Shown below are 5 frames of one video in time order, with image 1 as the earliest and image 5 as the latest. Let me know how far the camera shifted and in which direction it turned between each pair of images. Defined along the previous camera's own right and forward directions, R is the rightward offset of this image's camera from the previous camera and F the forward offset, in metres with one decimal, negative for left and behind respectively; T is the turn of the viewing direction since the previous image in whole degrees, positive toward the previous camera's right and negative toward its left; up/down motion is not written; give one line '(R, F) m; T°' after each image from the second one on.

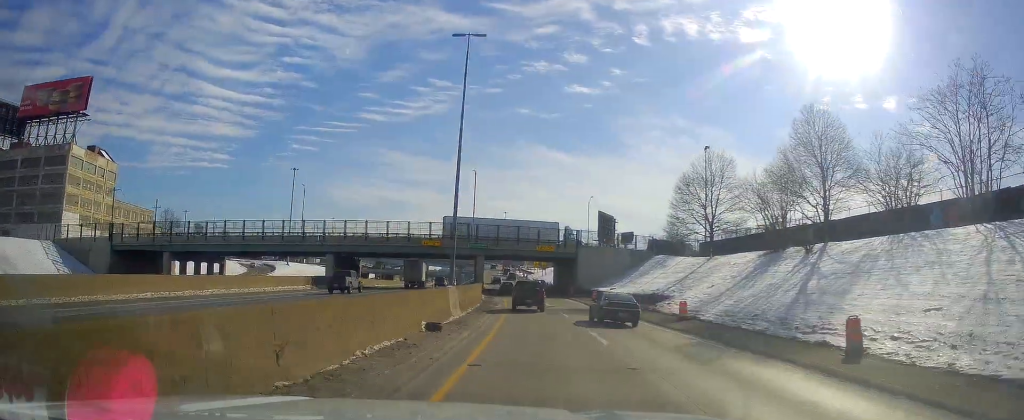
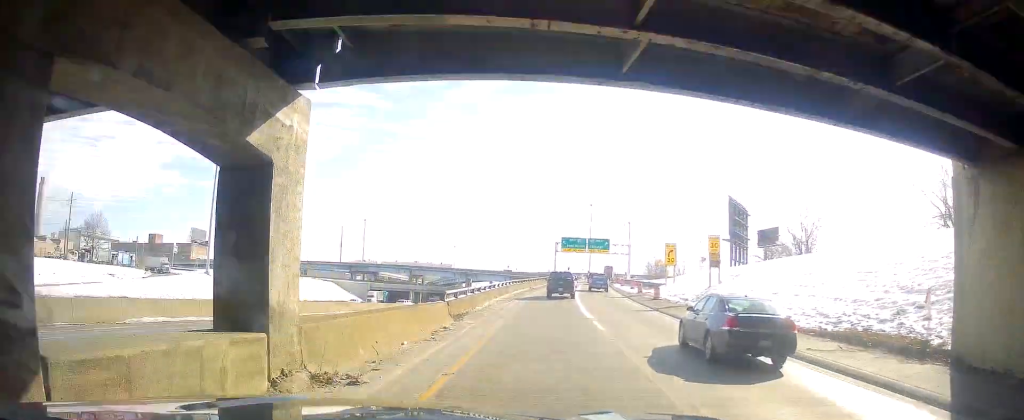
(-1.2, +90.0) m; -6°
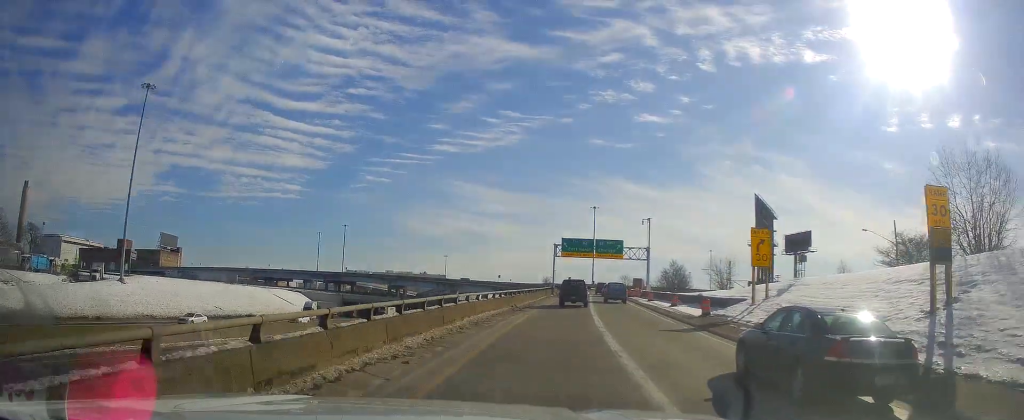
(-0.3, +26.4) m; 0°
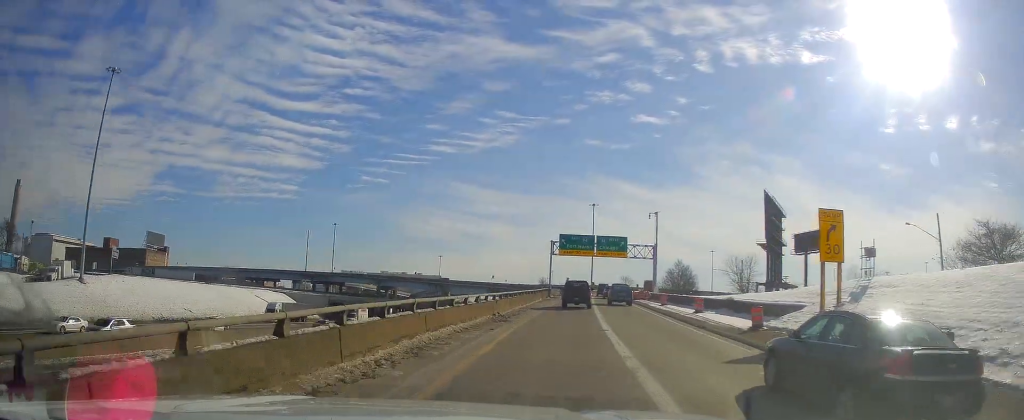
(0.0, +9.2) m; 0°
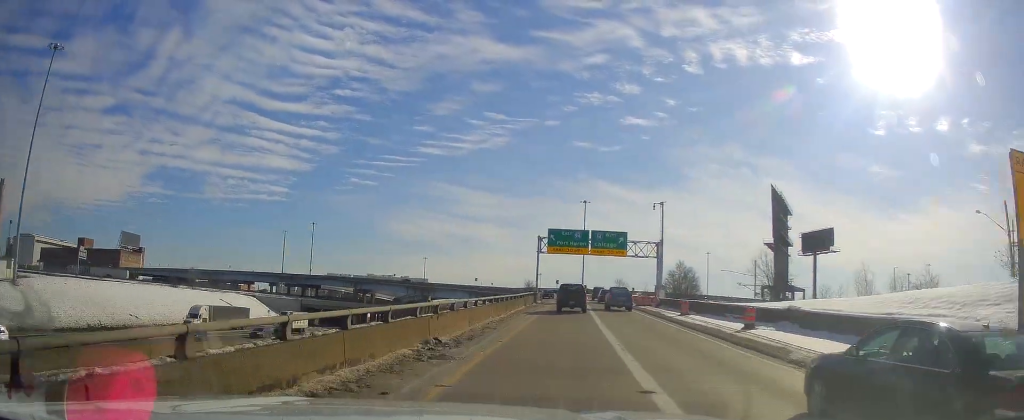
(+0.3, +12.4) m; 0°
